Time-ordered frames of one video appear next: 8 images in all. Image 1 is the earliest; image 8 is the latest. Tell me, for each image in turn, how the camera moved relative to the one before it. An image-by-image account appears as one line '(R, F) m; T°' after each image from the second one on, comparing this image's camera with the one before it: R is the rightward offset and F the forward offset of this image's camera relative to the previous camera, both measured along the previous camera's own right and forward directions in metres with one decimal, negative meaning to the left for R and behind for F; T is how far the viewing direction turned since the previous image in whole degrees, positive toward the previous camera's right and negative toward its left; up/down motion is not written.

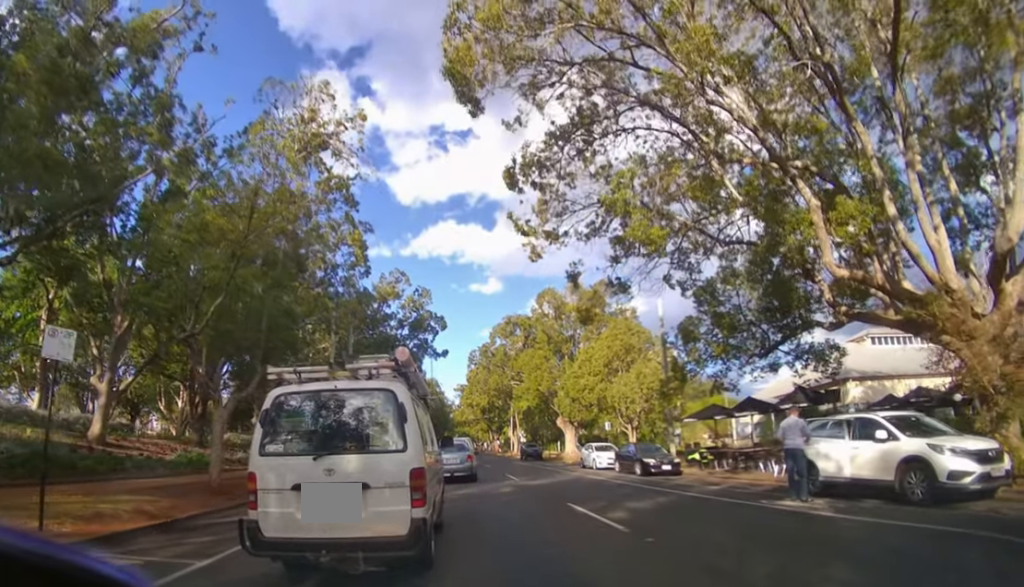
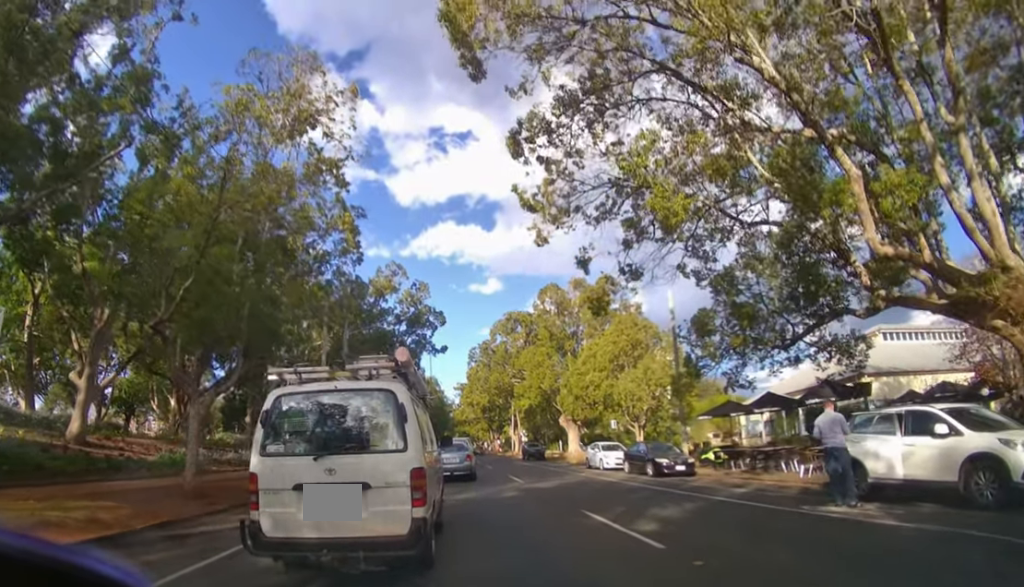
(+0.4, +1.5) m; 0°
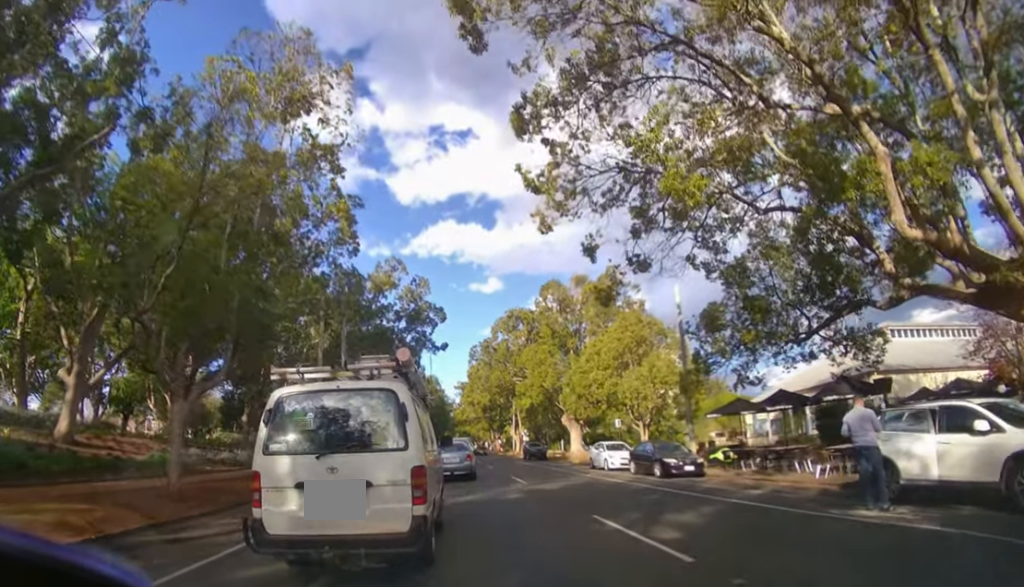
(+0.1, +0.7) m; 0°
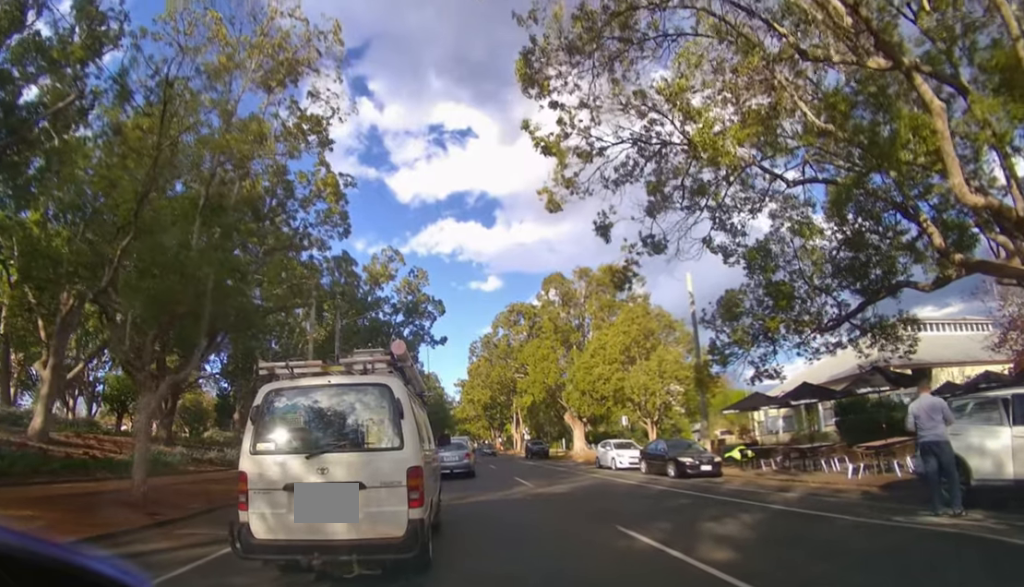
(+0.3, +1.4) m; 0°
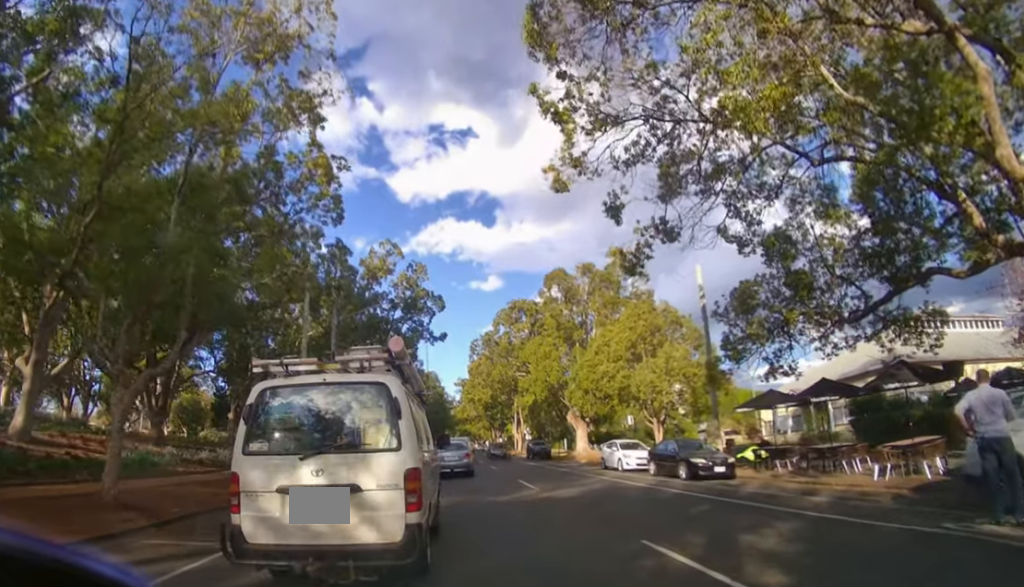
(+0.3, +1.3) m; 0°
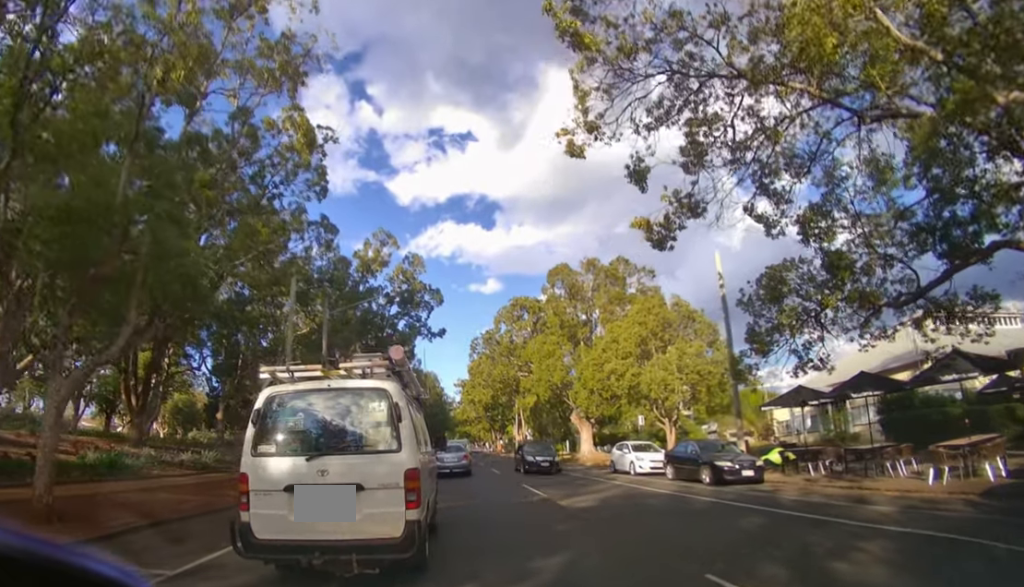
(+0.4, +1.9) m; 0°
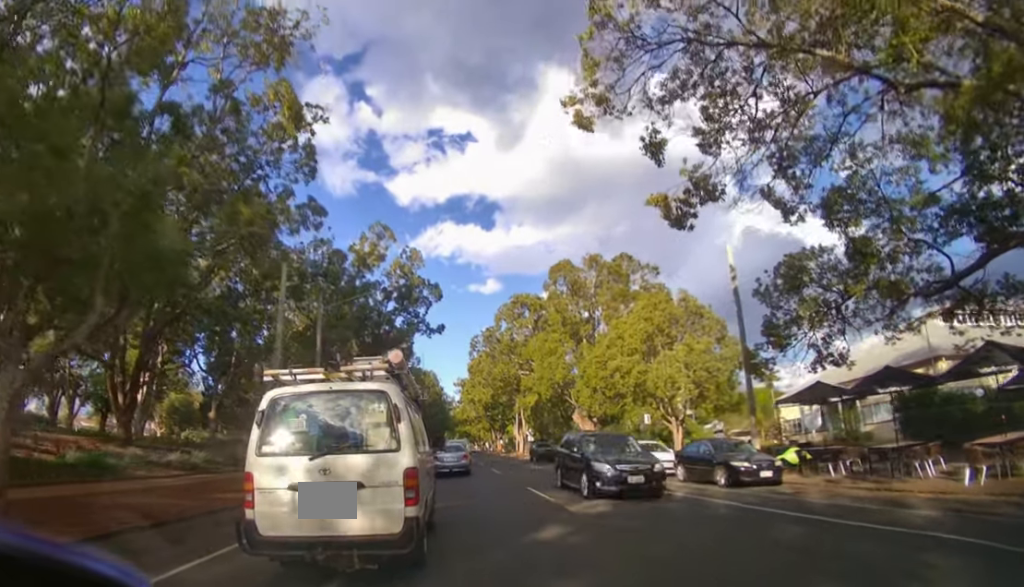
(+0.2, +0.8) m; 0°
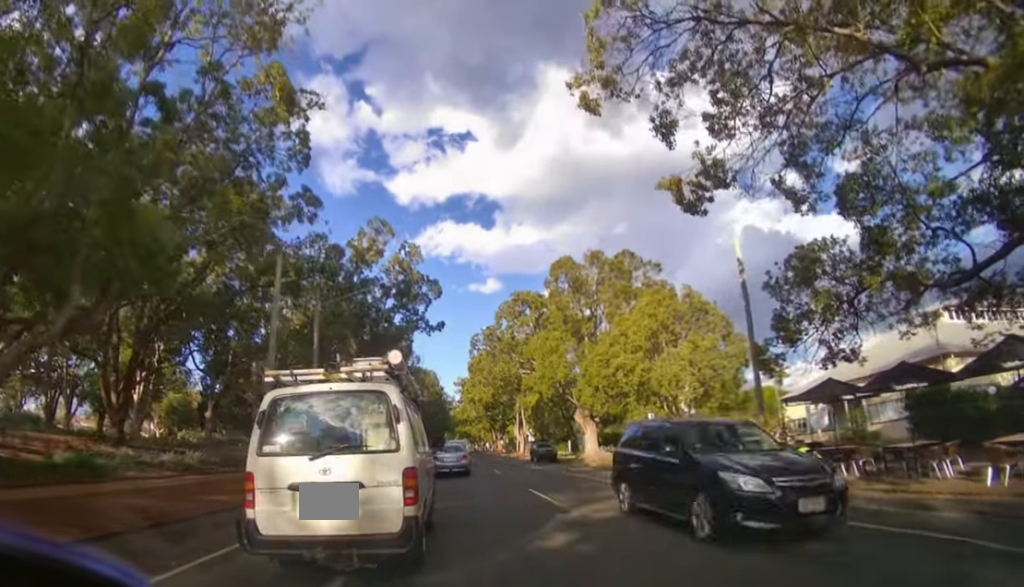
(+0.1, +0.4) m; 0°
